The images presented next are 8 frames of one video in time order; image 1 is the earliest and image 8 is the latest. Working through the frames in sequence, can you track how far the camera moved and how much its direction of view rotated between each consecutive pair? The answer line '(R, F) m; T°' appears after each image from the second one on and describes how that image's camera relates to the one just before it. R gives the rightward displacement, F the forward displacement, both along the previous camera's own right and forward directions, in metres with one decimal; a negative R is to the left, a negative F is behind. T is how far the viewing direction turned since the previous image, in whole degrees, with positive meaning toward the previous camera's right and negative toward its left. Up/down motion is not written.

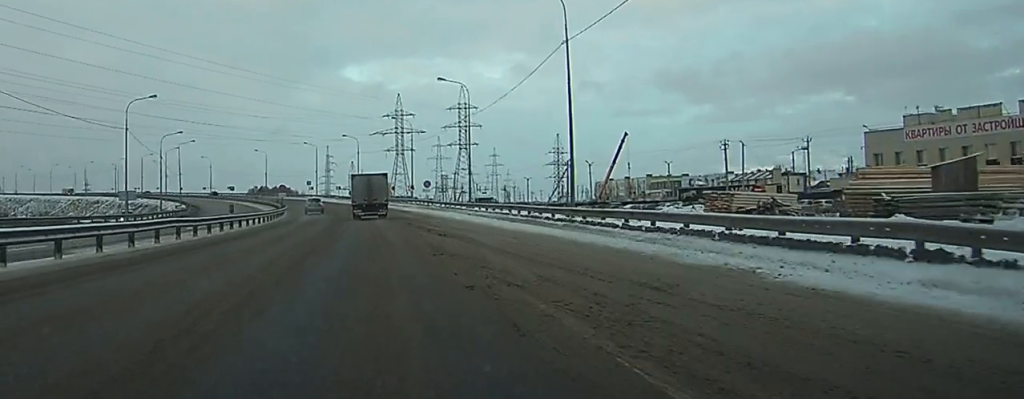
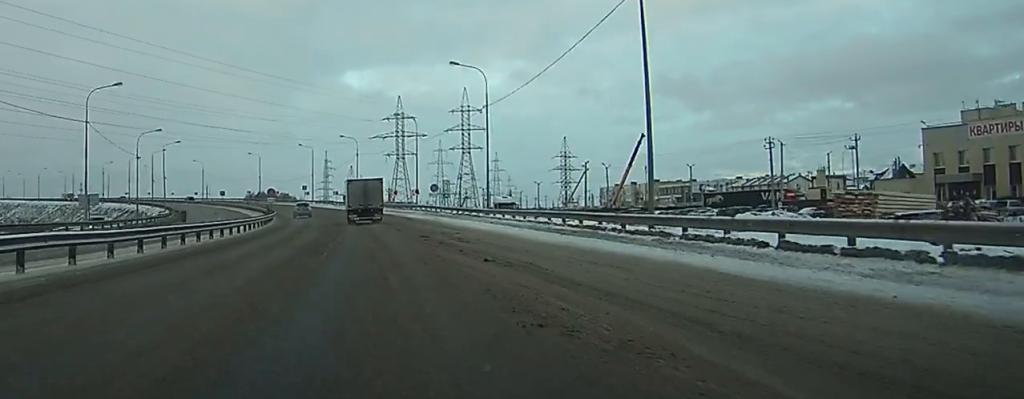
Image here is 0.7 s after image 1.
(0.0, +11.3) m; 0°
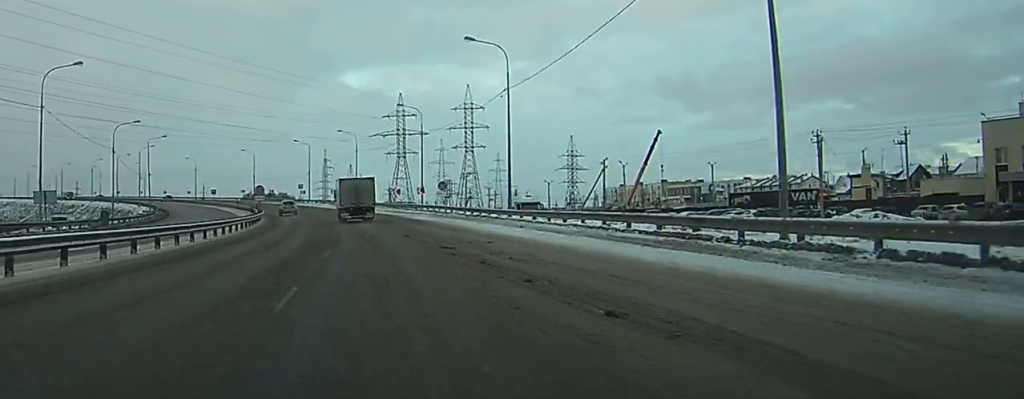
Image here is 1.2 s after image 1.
(0.0, +9.6) m; 0°
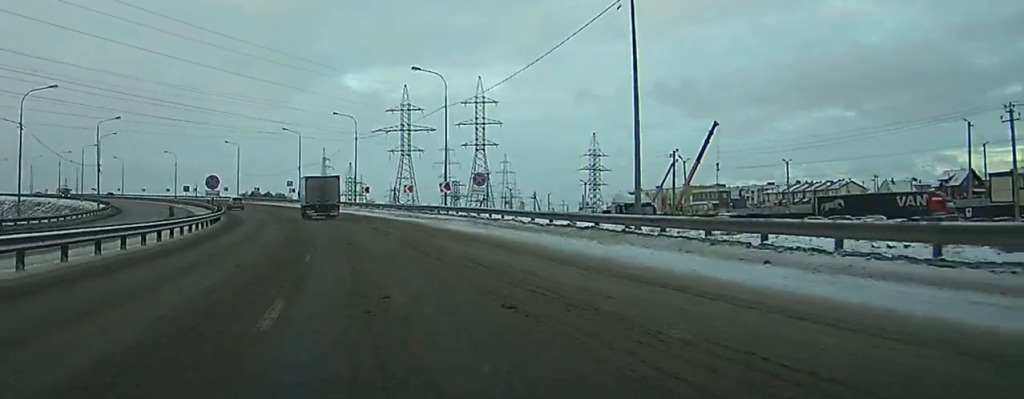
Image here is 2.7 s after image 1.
(0.0, +25.4) m; 0°
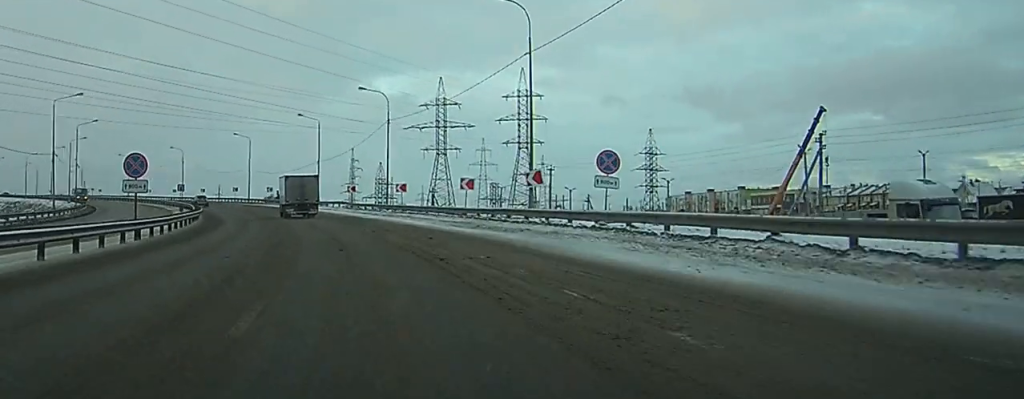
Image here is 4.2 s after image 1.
(-0.1, +24.4) m; -1°
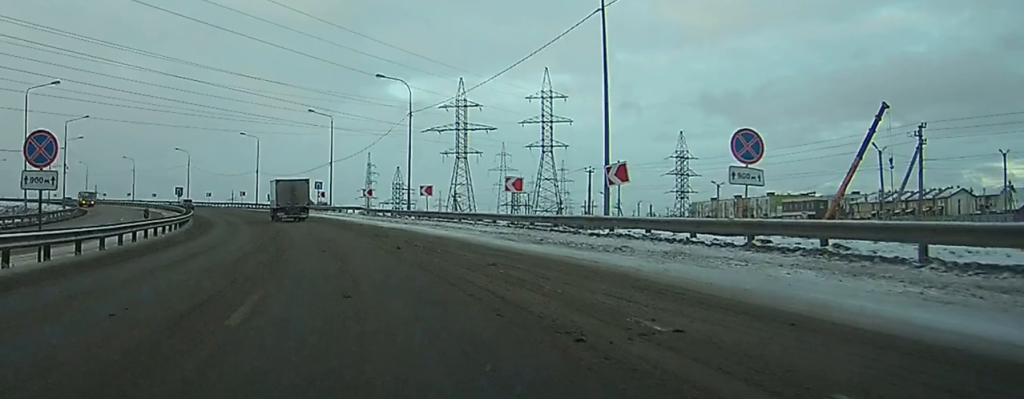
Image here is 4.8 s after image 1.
(-0.1, +10.8) m; -1°
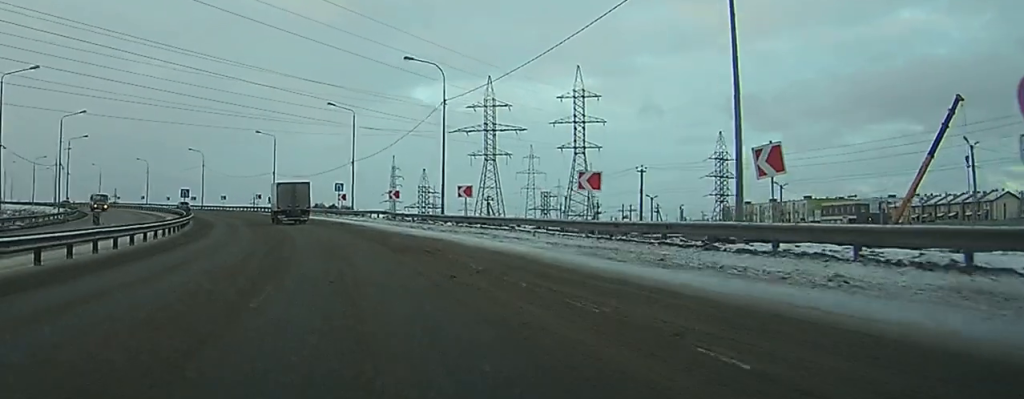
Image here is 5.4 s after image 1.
(0.0, +9.8) m; -1°
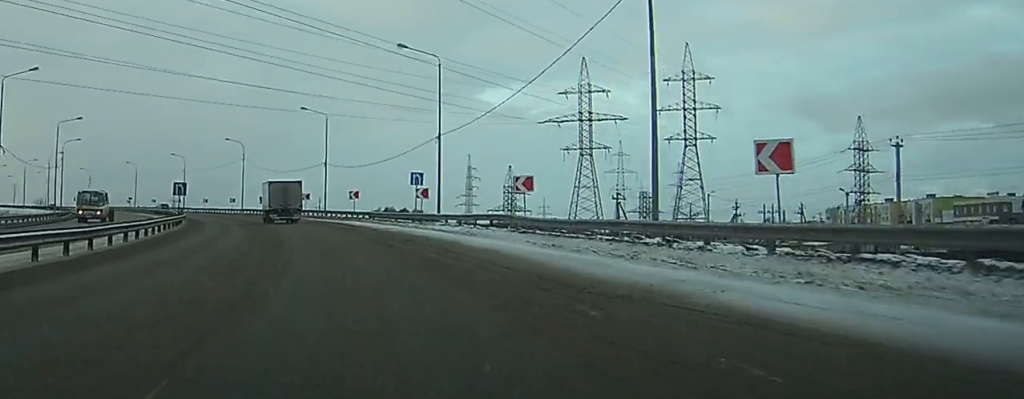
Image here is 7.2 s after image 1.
(-0.9, +31.8) m; -4°
